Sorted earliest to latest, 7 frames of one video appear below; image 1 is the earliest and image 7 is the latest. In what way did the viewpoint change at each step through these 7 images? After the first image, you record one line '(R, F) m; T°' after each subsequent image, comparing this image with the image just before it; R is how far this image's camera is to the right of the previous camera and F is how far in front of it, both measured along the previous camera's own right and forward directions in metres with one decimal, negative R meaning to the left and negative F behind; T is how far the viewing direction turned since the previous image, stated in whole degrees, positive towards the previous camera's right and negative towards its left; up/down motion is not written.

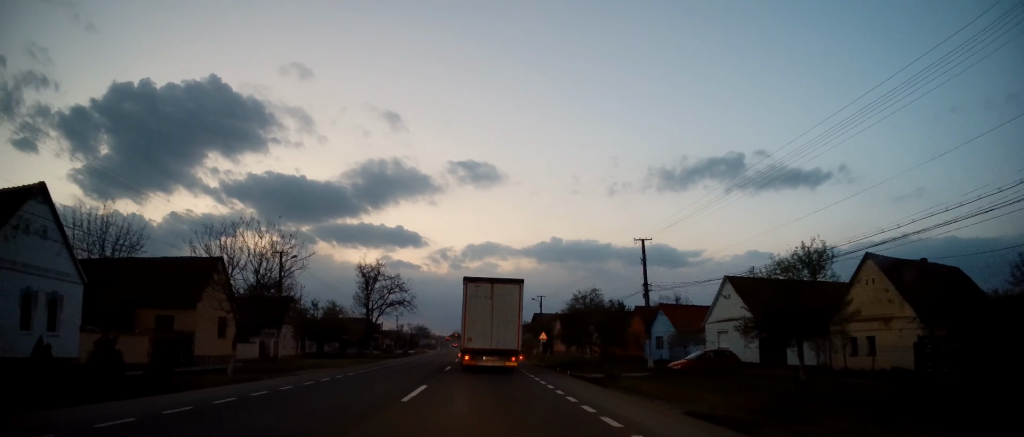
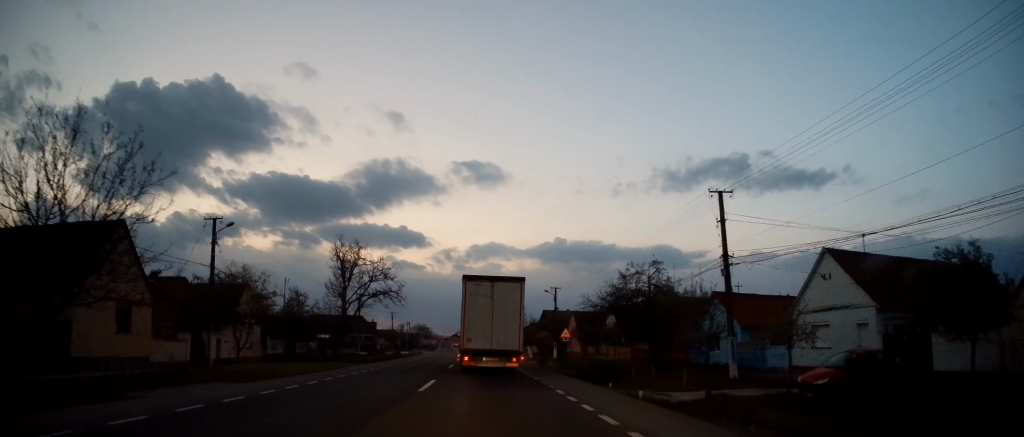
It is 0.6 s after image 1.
(+0.2, +11.2) m; -1°
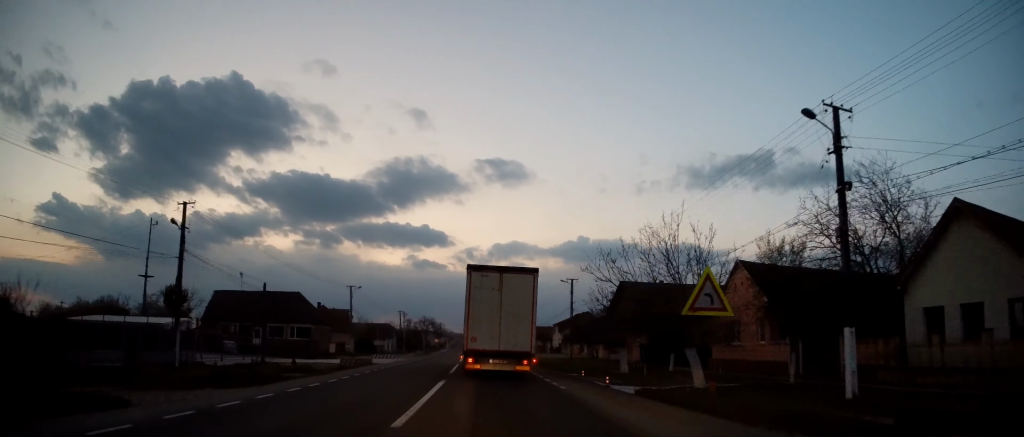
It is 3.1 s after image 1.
(-1.4, +49.4) m; -2°
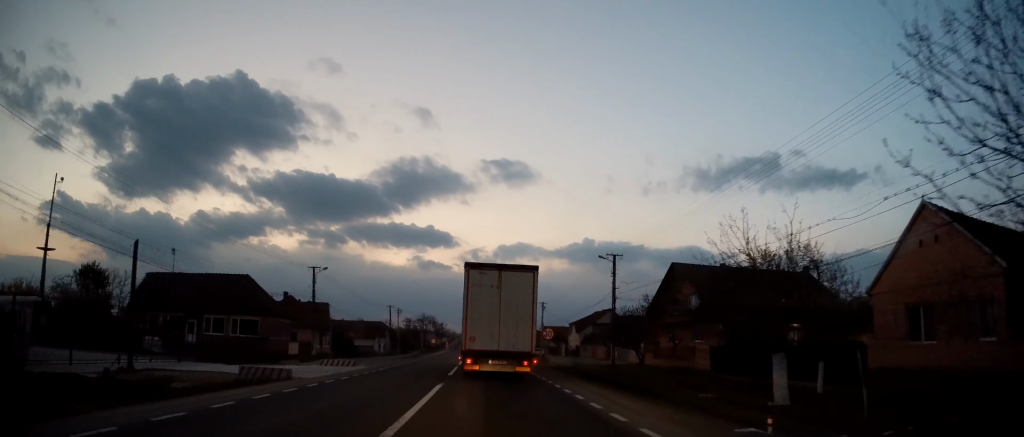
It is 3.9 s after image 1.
(0.0, +16.0) m; -1°
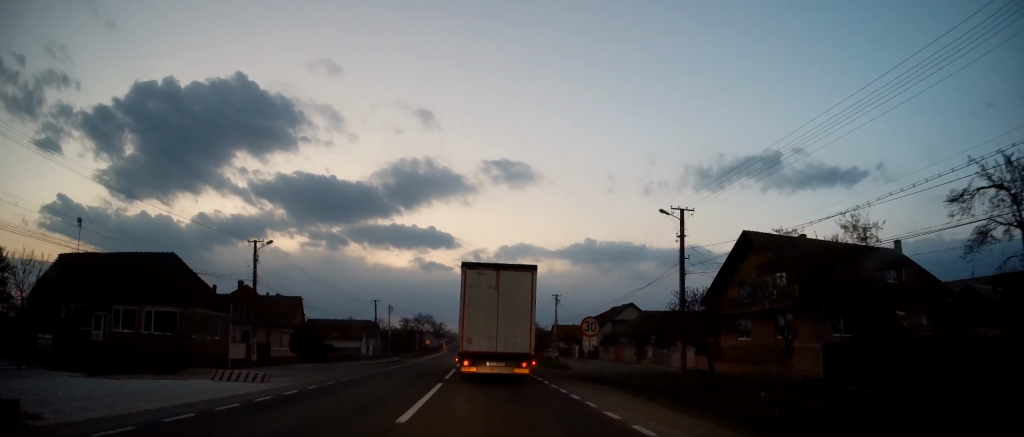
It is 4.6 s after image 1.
(-0.2, +13.3) m; 0°
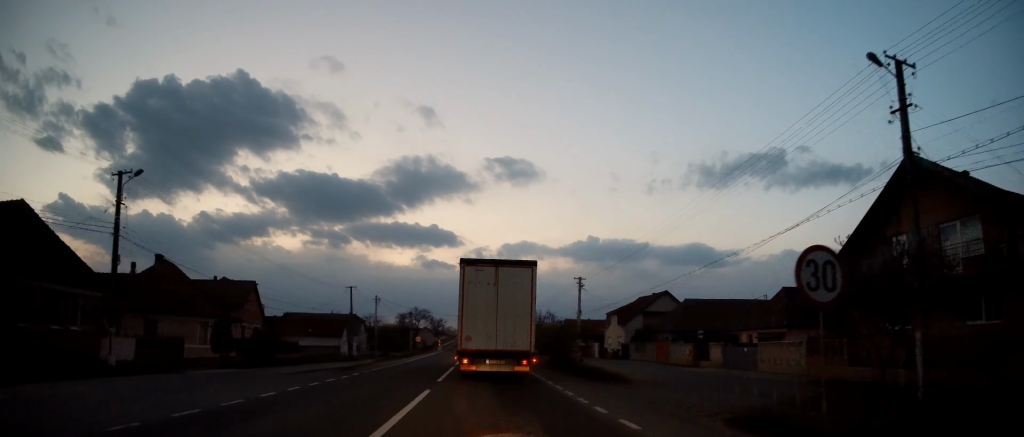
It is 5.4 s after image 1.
(+0.1, +15.1) m; 0°
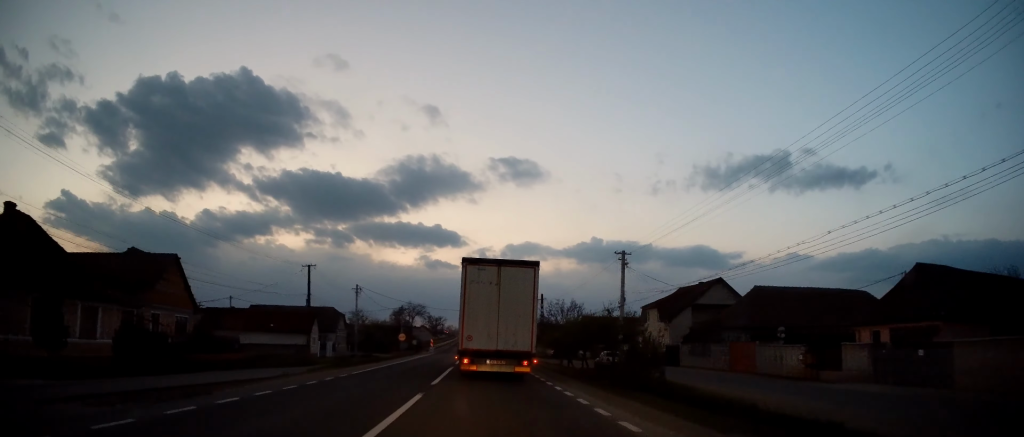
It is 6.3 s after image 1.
(0.0, +15.7) m; 0°
